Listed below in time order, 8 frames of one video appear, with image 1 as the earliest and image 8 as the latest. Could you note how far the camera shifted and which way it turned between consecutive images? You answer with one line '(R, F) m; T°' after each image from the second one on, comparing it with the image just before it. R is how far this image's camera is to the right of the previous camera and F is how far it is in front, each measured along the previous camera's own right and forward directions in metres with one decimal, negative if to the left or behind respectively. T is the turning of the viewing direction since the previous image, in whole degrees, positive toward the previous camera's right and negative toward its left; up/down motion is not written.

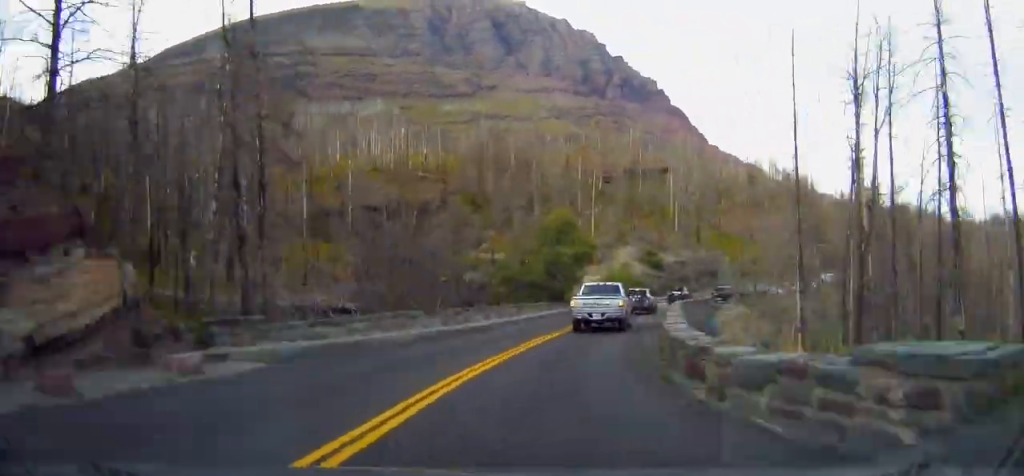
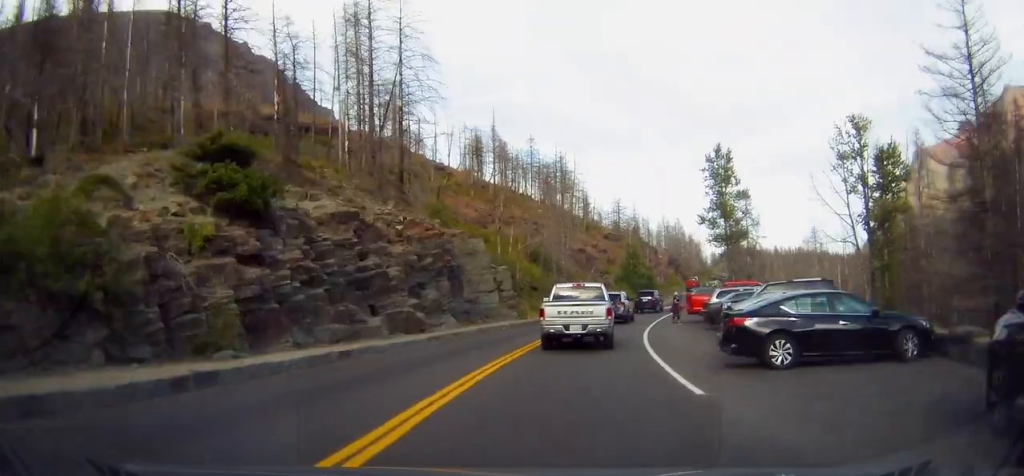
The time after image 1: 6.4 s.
(+11.9, +62.0) m; +21°
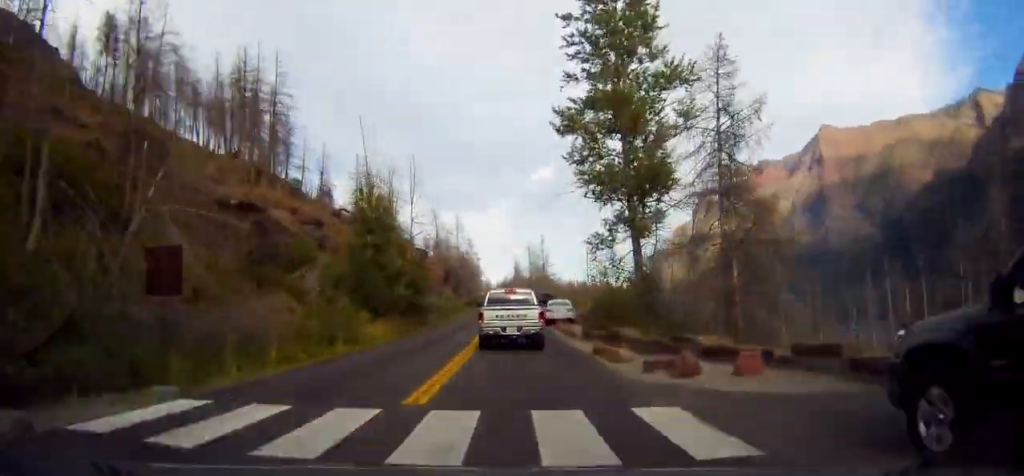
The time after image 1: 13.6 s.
(+13.2, +64.5) m; +15°
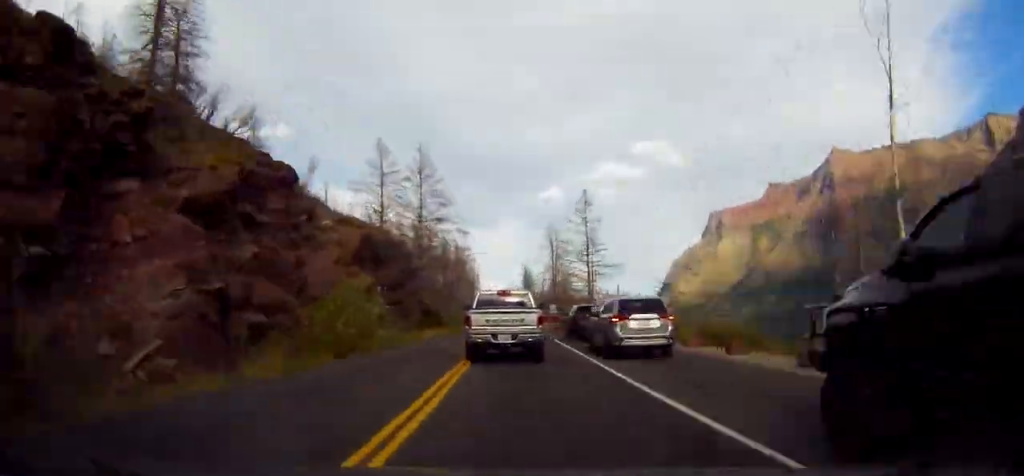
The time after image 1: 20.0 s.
(+3.0, +63.4) m; +3°
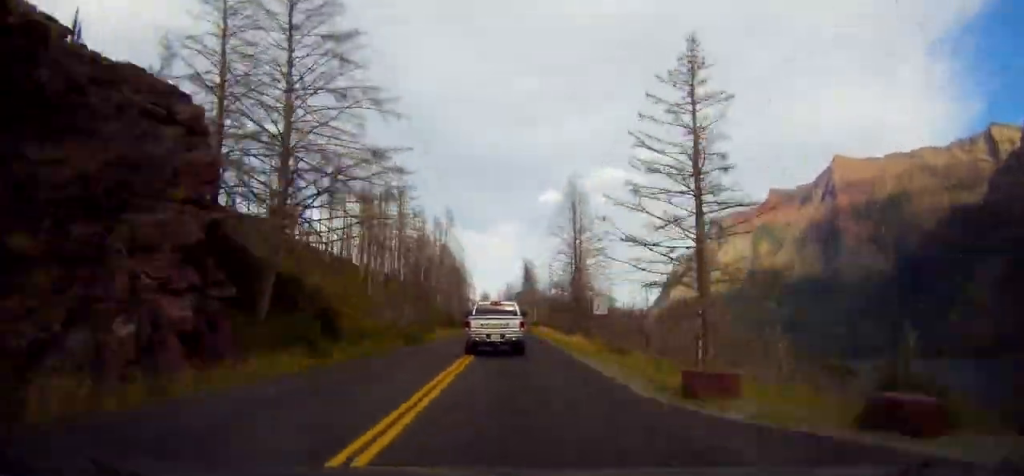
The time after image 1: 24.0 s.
(0.0, +44.7) m; 0°
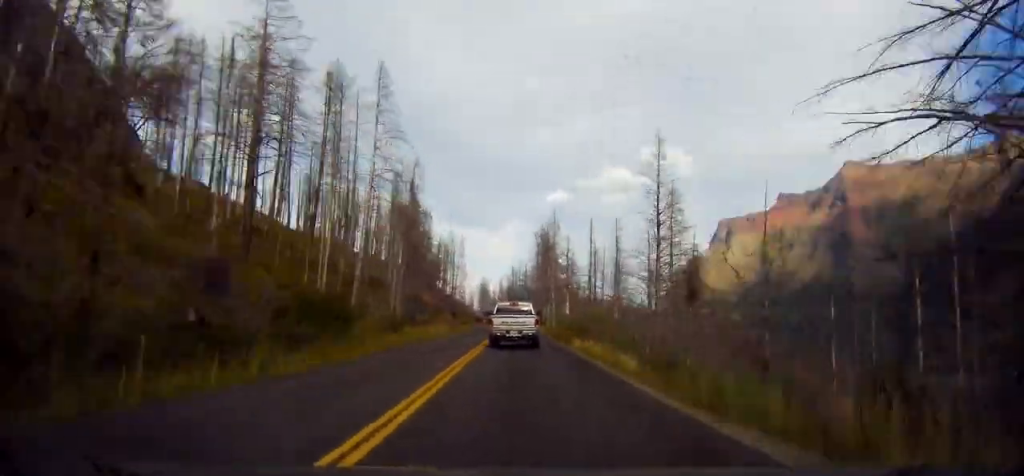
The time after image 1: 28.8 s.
(0.0, +60.5) m; -1°
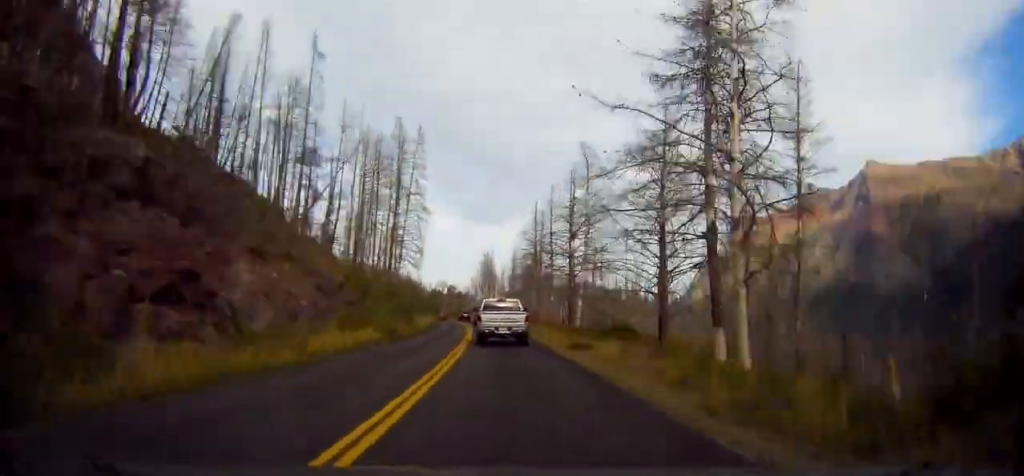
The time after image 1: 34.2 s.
(-0.9, +77.8) m; -4°
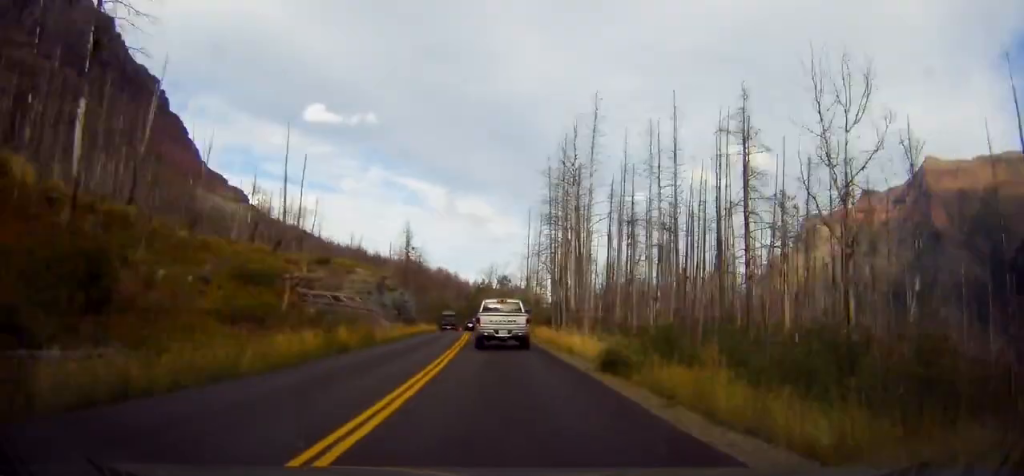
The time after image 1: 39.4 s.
(-4.1, +79.2) m; -4°
